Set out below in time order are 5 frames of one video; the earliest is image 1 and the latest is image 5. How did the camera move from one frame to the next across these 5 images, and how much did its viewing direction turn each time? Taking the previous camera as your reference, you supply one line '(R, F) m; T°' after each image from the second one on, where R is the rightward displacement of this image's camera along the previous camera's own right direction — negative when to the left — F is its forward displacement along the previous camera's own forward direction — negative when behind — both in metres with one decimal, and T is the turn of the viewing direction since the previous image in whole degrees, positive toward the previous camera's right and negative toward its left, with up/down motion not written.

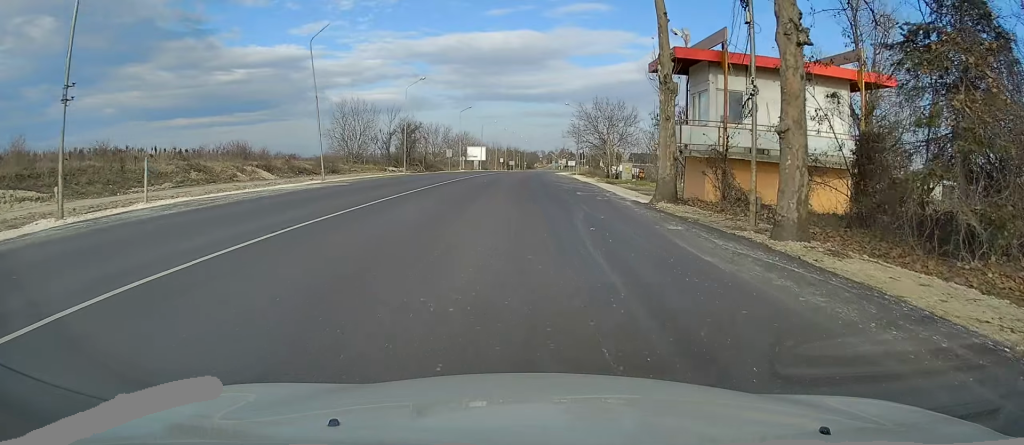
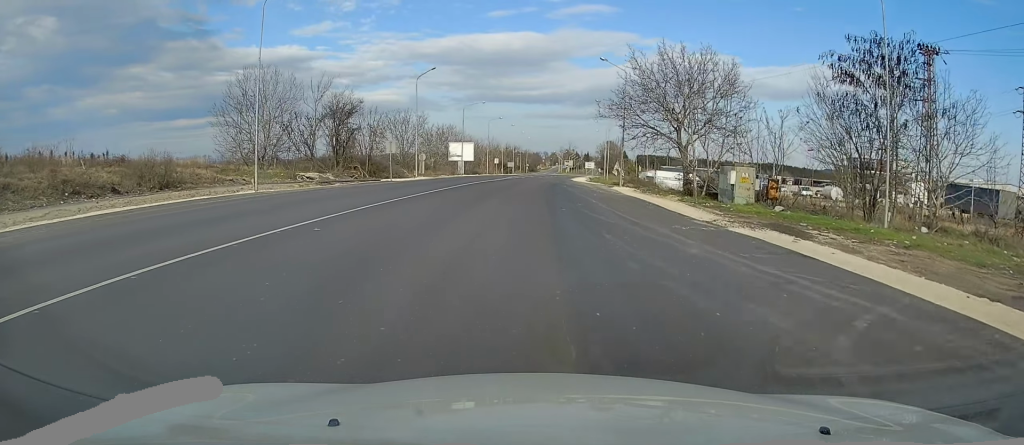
(-0.5, +37.2) m; 0°
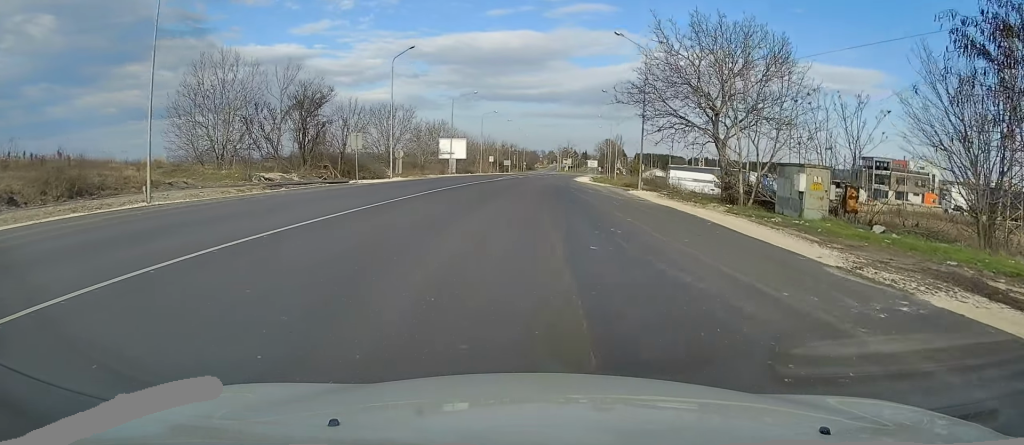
(+0.1, +8.8) m; +1°
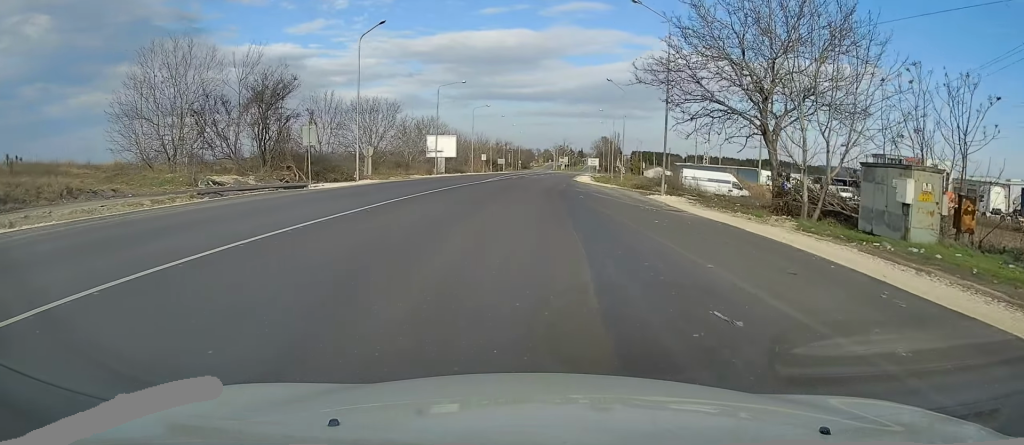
(0.0, +7.6) m; +1°
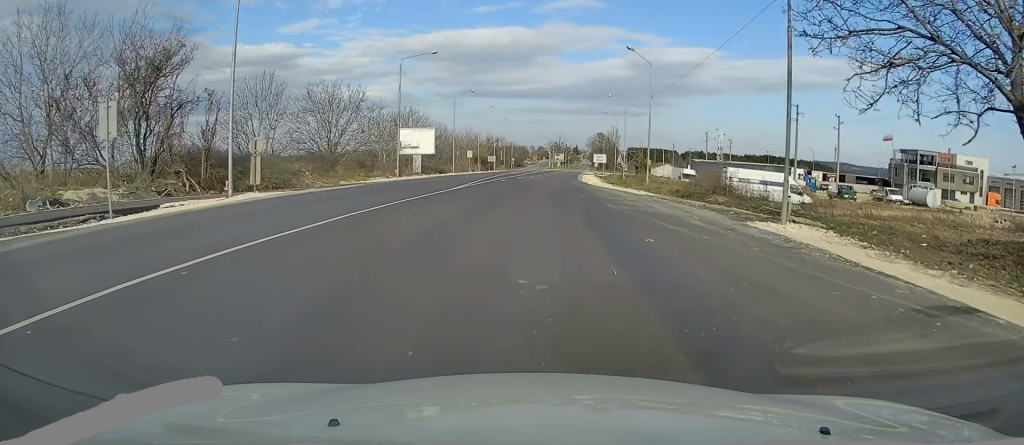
(+0.2, +15.2) m; +1°
